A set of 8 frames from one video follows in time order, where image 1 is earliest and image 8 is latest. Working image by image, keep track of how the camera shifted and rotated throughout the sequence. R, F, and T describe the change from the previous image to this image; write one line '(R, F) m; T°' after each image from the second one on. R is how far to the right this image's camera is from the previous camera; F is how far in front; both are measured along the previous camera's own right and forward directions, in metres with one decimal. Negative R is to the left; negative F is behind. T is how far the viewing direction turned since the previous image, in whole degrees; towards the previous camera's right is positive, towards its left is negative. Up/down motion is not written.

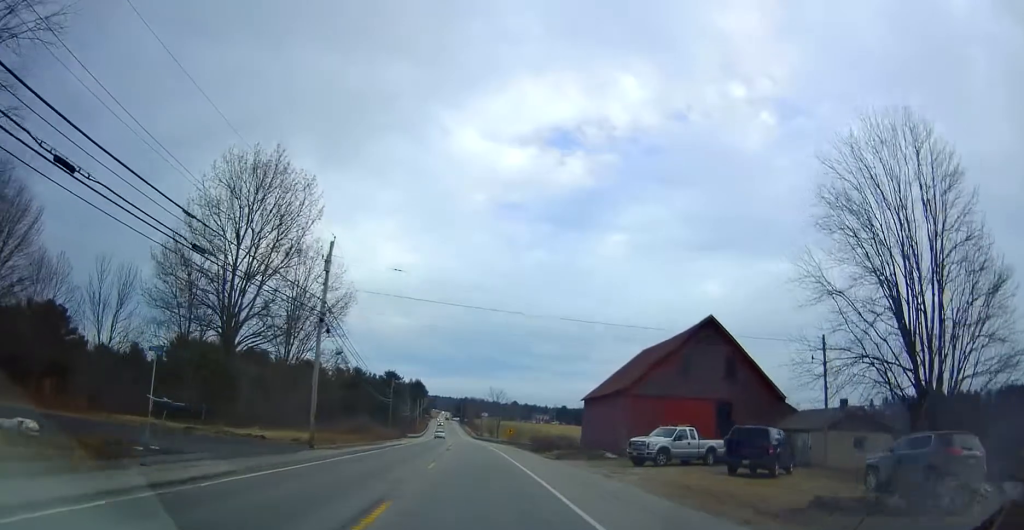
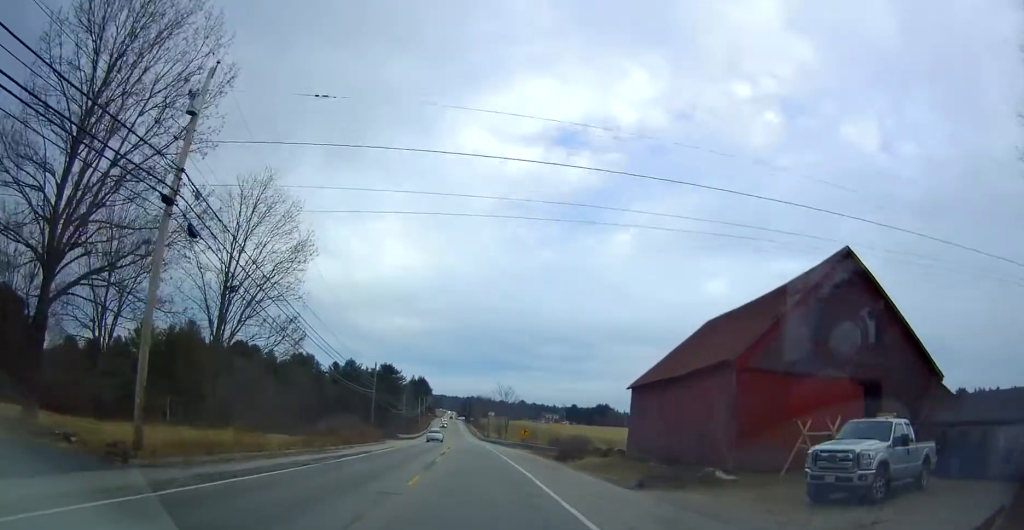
(+0.5, +17.0) m; +1°
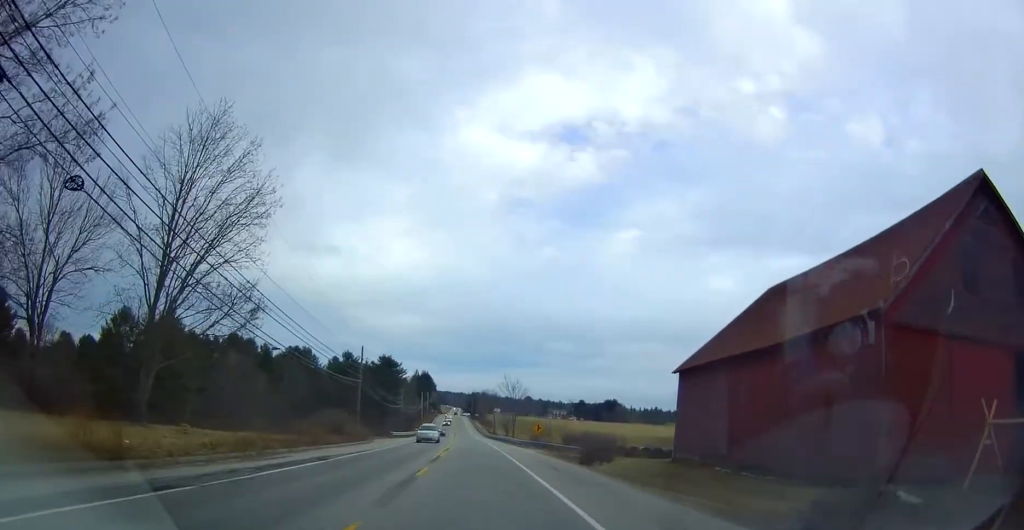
(+0.2, +9.6) m; 0°
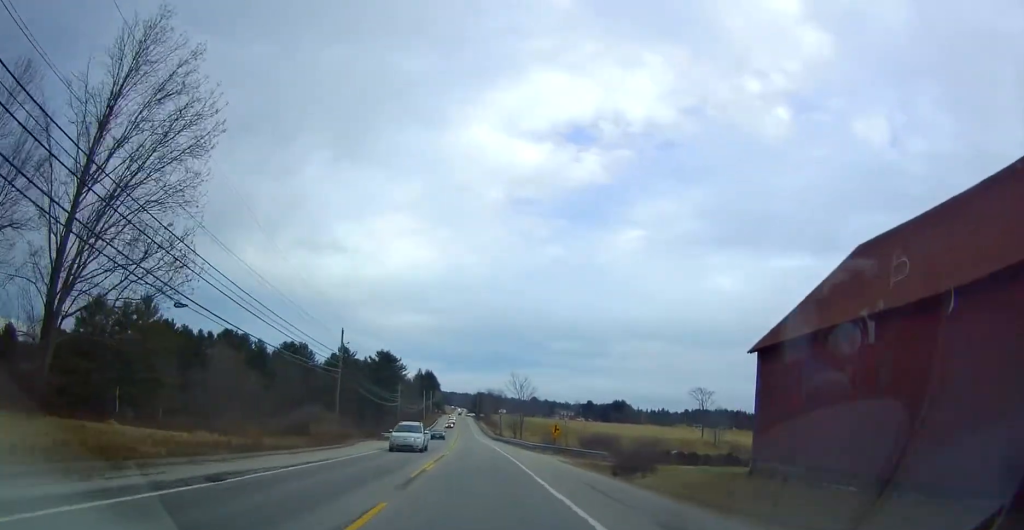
(-0.2, +9.7) m; -1°
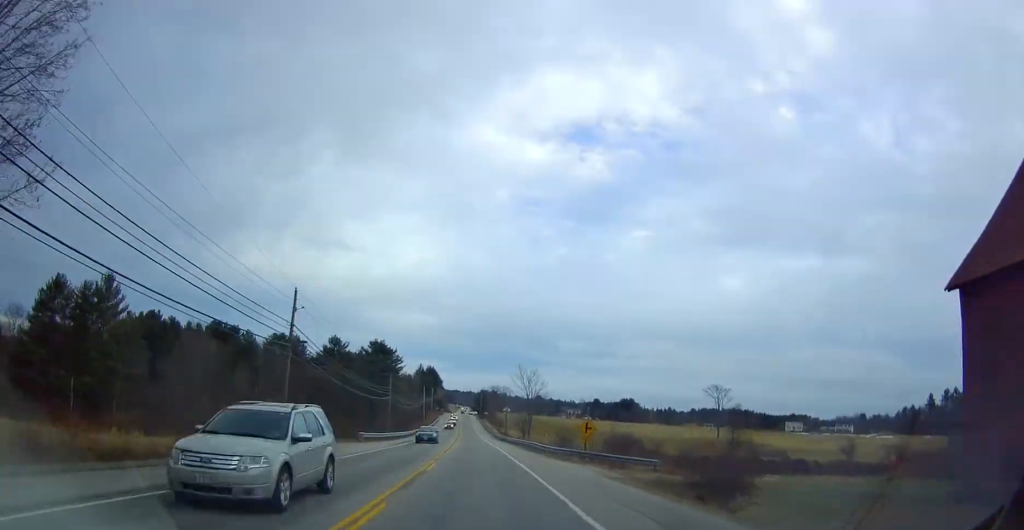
(0.0, +12.4) m; -1°
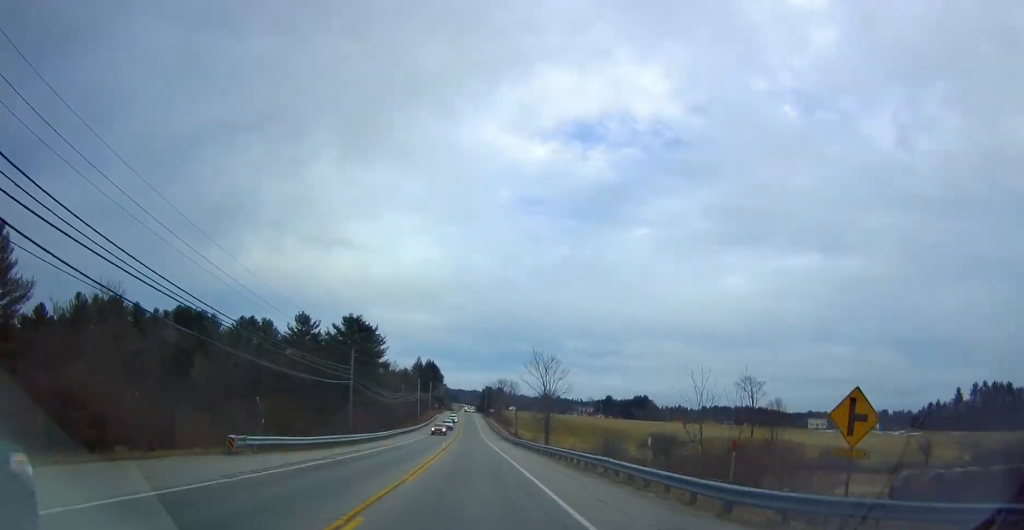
(-0.6, +25.6) m; -1°
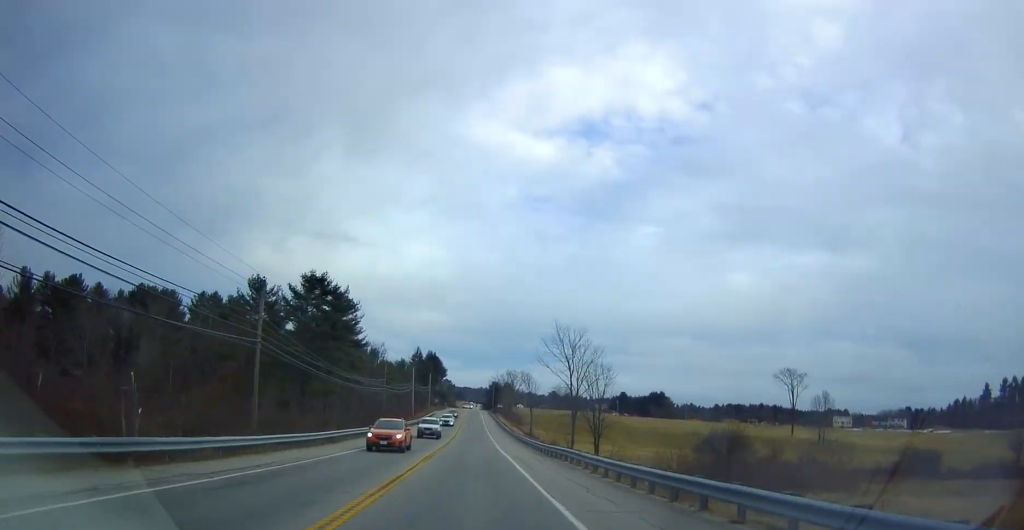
(0.0, +23.6) m; 0°
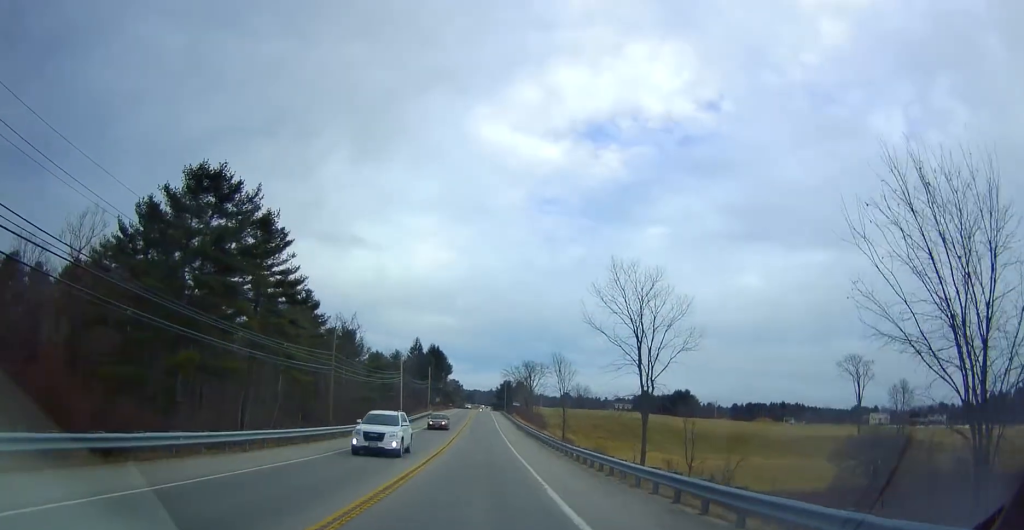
(0.0, +30.3) m; 0°
